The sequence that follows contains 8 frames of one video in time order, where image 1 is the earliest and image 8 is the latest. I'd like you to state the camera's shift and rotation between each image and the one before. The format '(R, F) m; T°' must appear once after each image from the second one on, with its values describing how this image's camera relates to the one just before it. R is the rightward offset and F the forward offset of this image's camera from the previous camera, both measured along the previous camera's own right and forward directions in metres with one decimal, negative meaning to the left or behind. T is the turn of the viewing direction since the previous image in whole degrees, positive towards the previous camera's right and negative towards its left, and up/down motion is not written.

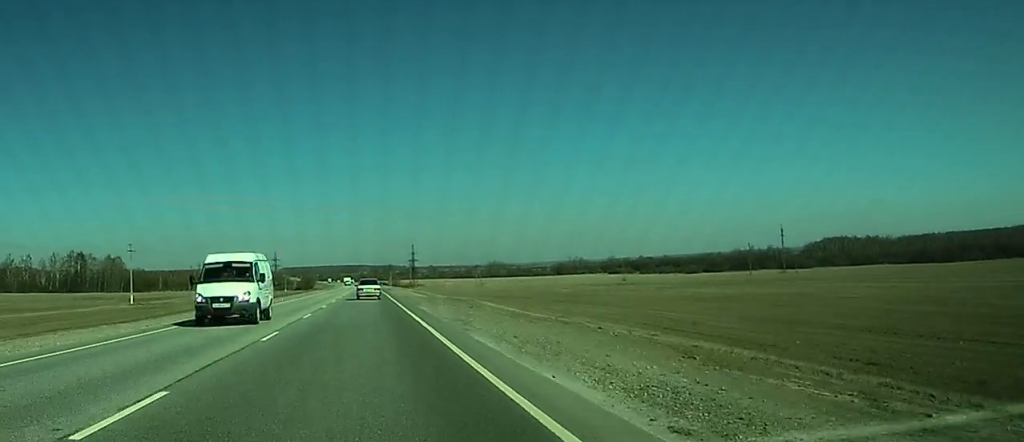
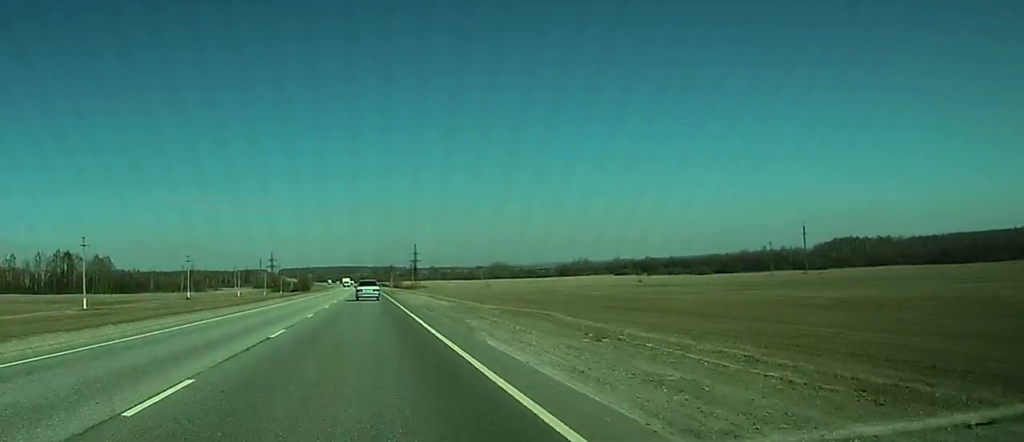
(+0.1, +23.0) m; 0°
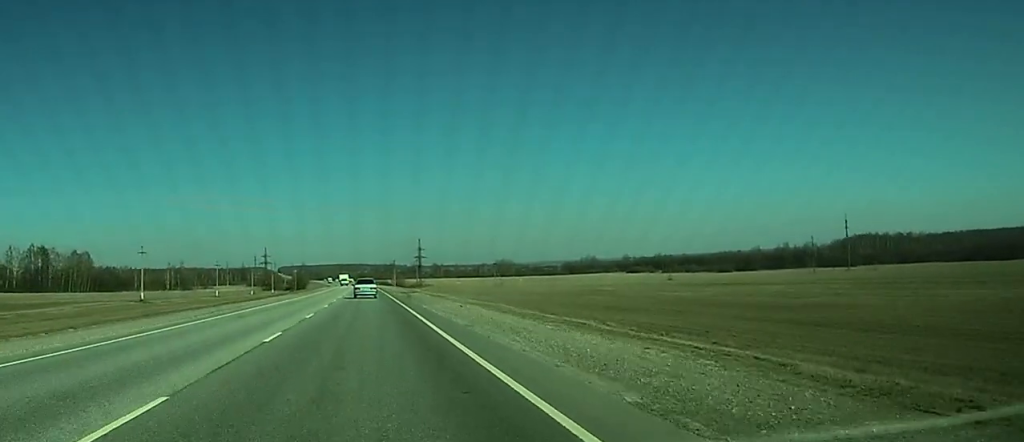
(+0.1, +38.2) m; 0°
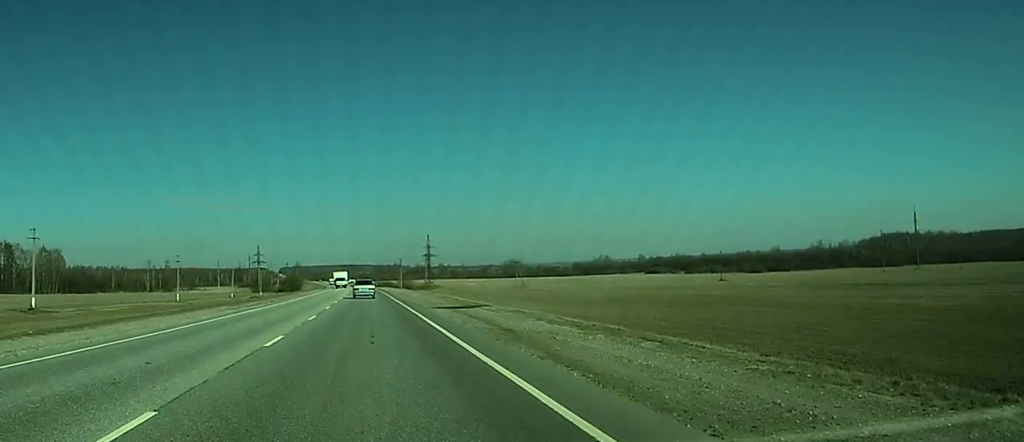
(-0.1, +49.7) m; 0°
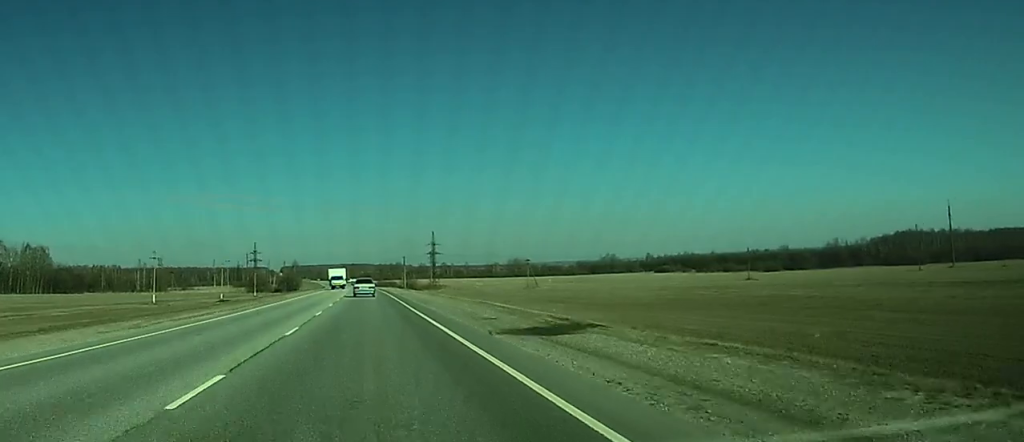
(-0.1, +21.1) m; 0°
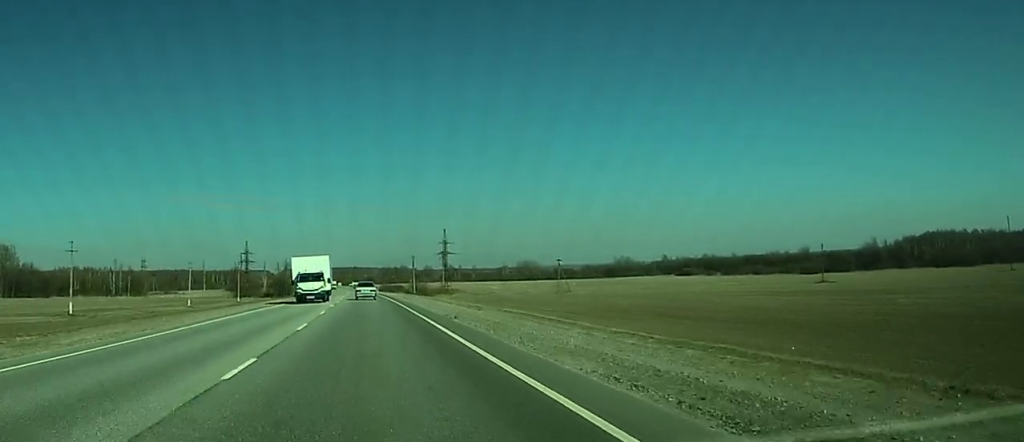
(-0.2, +46.1) m; 0°
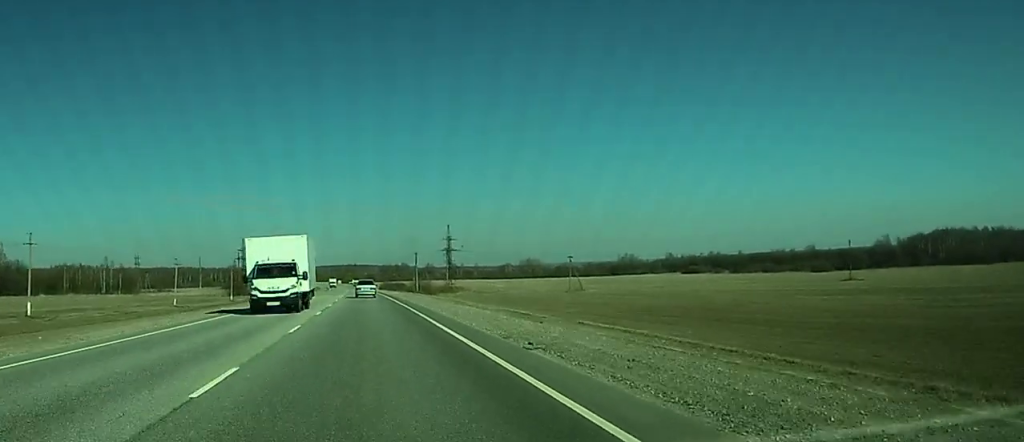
(-0.1, +14.4) m; 0°
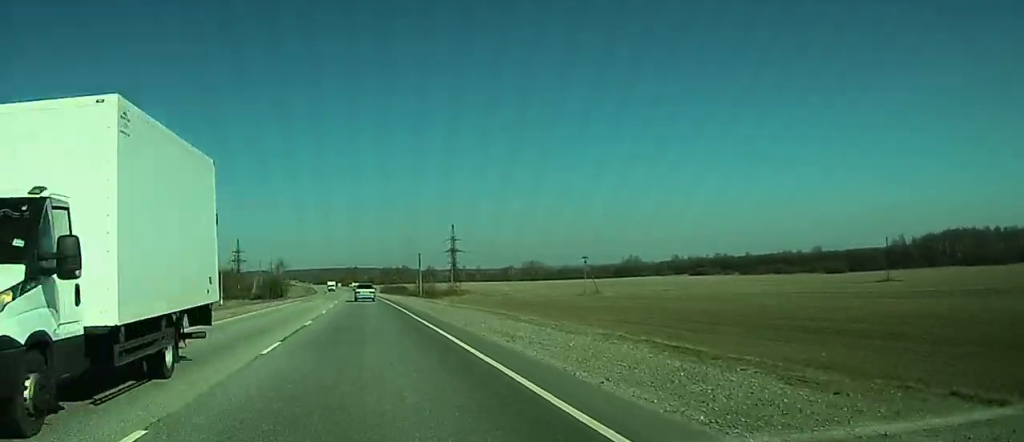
(+0.3, +17.3) m; 0°
